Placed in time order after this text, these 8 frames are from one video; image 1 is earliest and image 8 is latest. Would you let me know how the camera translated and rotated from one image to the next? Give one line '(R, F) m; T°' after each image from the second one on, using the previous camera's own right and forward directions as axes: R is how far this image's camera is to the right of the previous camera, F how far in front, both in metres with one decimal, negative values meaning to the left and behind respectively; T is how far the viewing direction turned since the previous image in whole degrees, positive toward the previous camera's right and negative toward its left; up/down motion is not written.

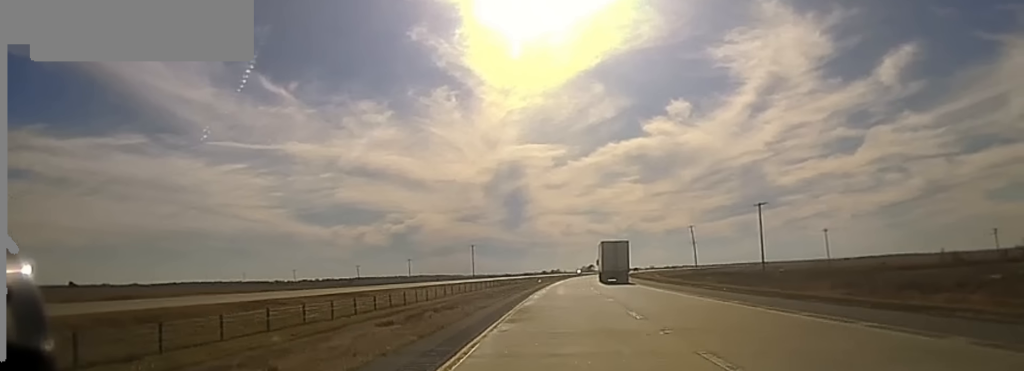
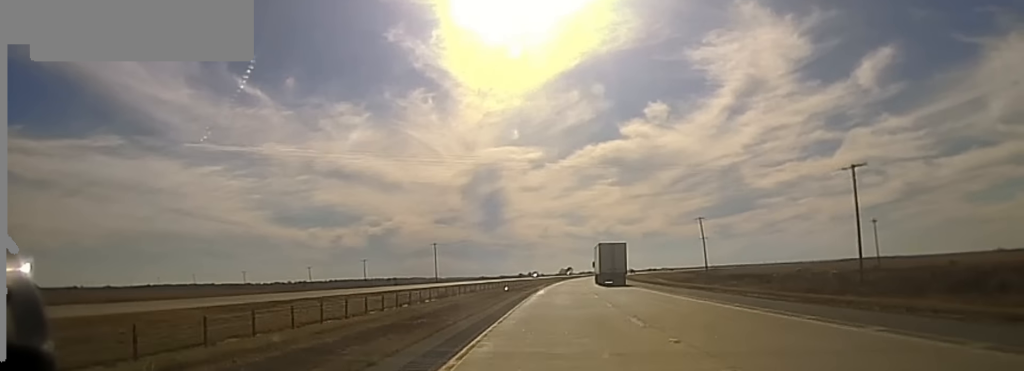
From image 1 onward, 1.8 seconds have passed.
(+0.9, +57.2) m; +1°
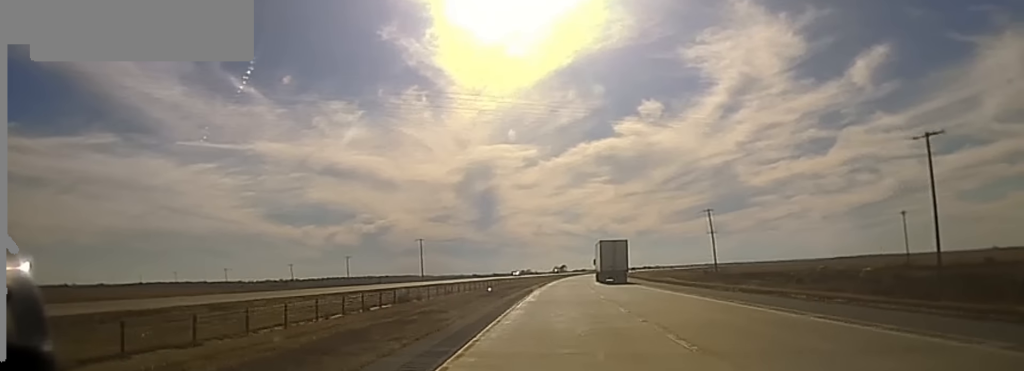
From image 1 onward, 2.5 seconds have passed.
(0.0, +20.4) m; 0°
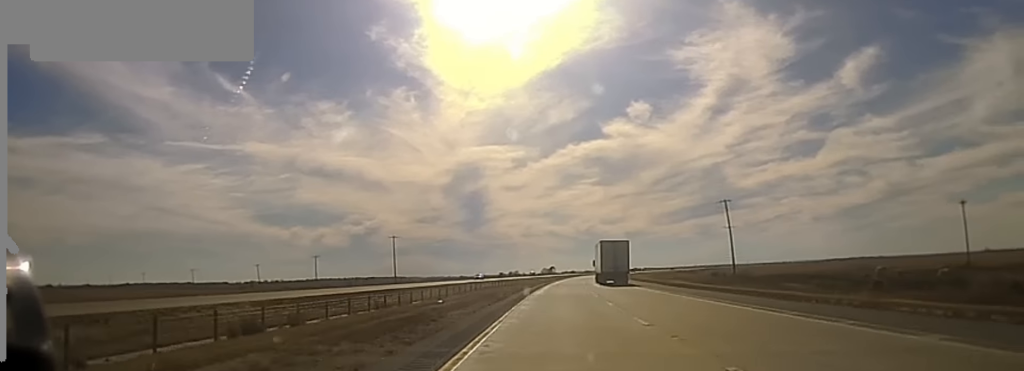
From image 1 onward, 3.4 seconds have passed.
(+0.1, +27.2) m; 0°
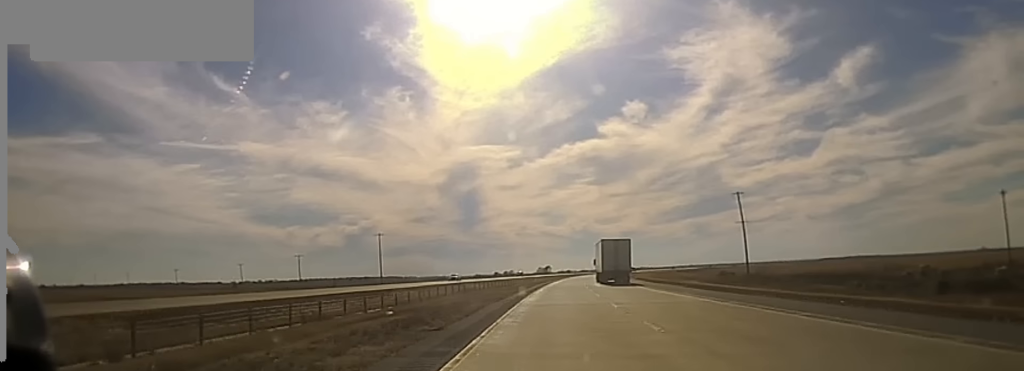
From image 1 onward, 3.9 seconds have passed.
(0.0, +12.8) m; 0°
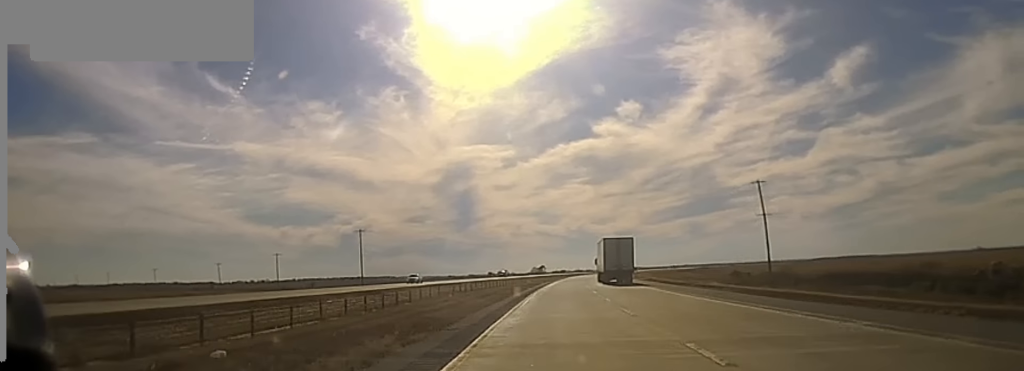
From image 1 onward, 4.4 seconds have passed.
(0.0, +15.7) m; 0°
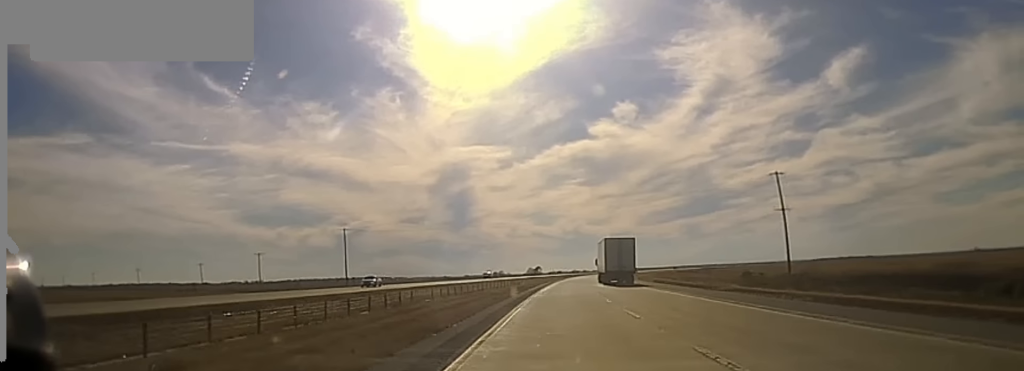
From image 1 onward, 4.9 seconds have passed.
(0.0, +12.1) m; 0°
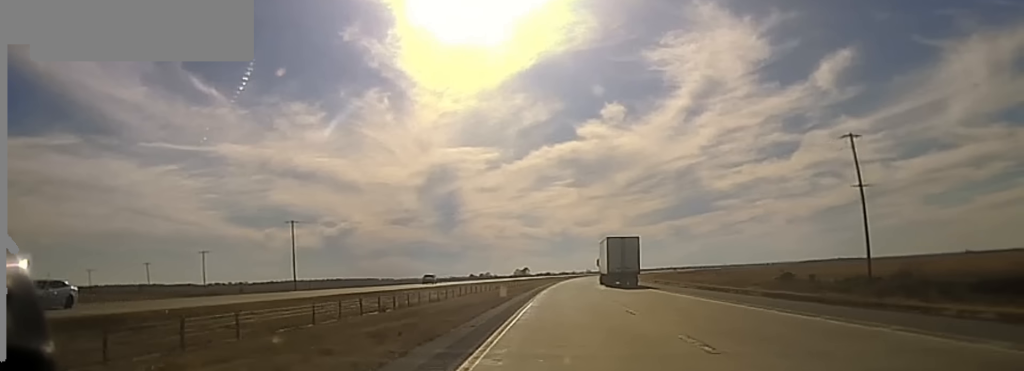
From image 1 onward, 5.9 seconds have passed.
(+0.1, +30.9) m; +1°
